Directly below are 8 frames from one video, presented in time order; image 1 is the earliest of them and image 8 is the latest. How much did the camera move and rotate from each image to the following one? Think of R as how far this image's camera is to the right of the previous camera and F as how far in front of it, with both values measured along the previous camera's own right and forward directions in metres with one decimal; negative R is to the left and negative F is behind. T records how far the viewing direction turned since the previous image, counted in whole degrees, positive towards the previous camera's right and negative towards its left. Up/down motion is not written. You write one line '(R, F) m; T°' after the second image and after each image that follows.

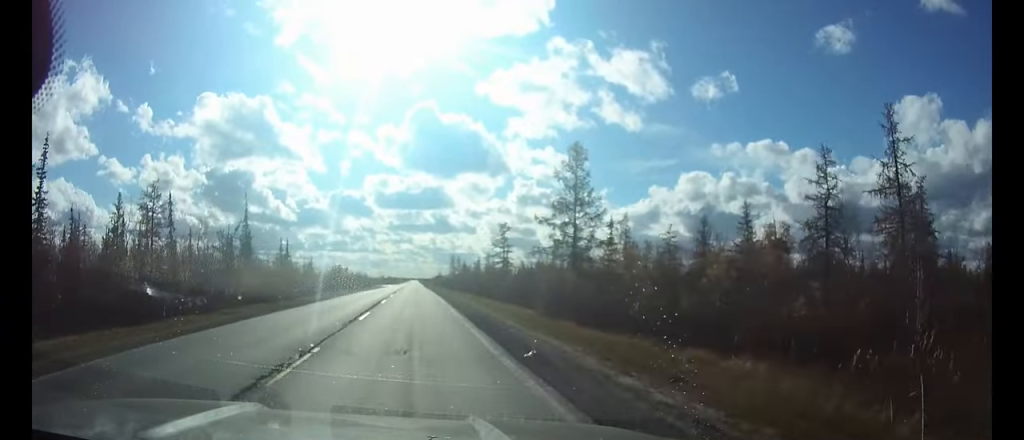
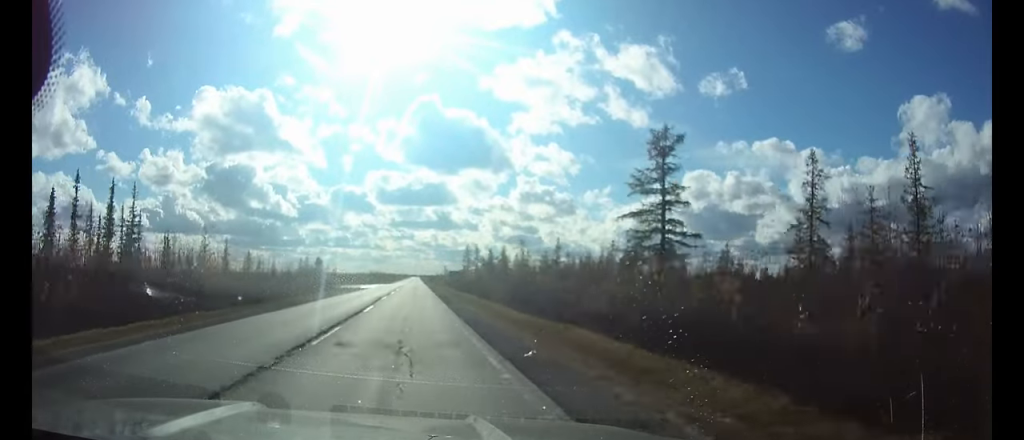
(-0.1, +55.4) m; 0°
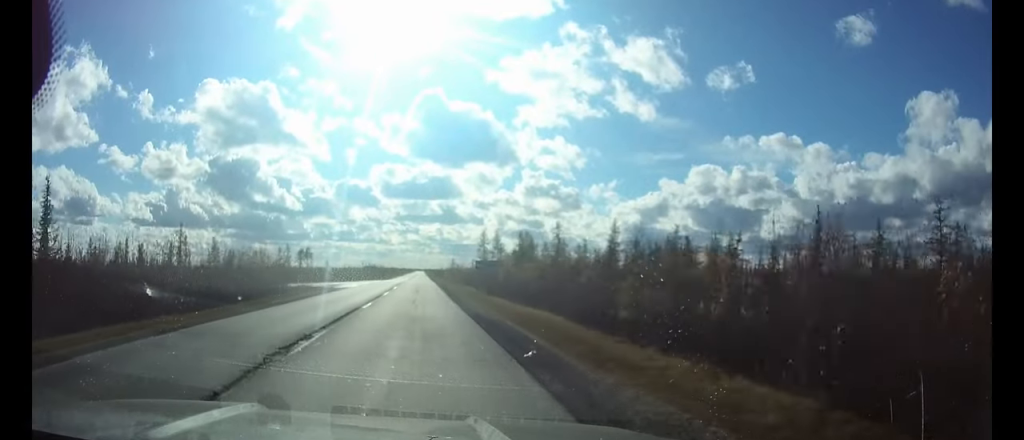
(0.0, +28.4) m; 0°
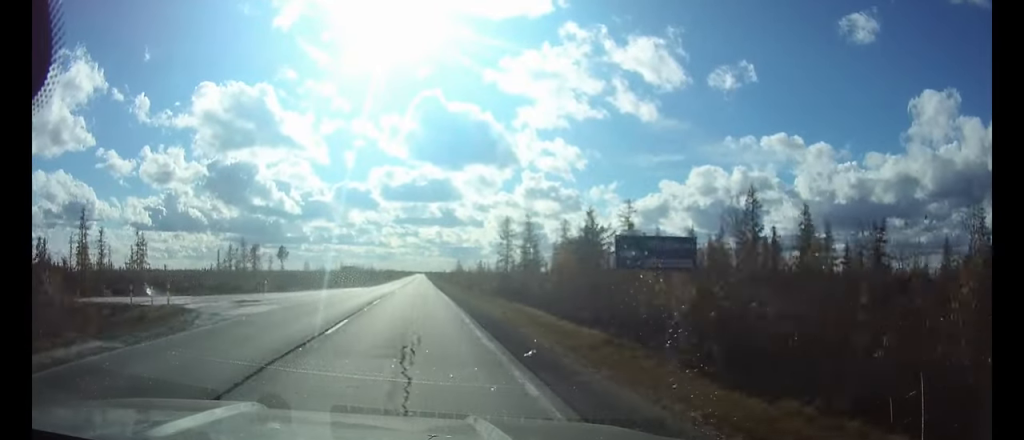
(0.0, +34.3) m; 0°
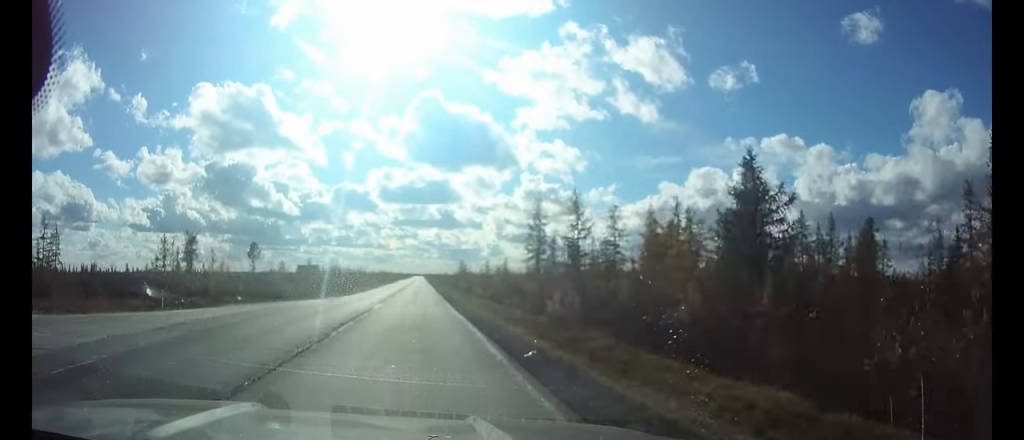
(0.0, +25.9) m; 0°
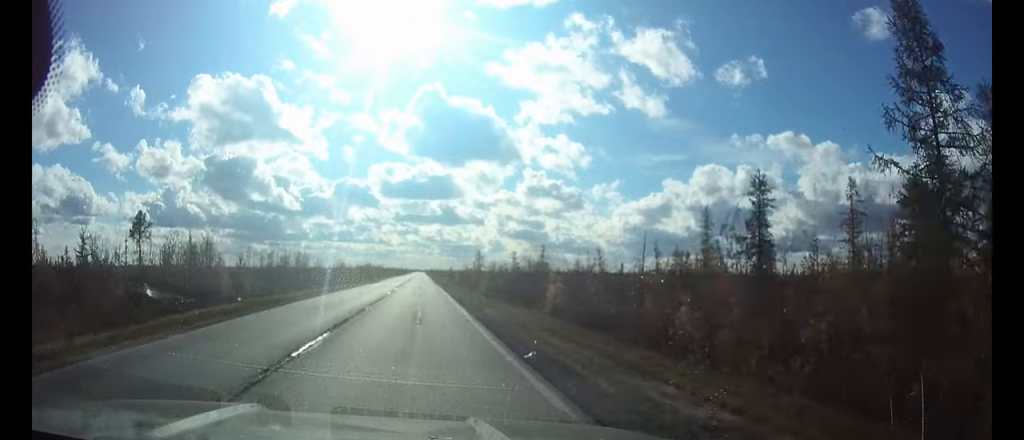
(+0.1, +53.3) m; 0°
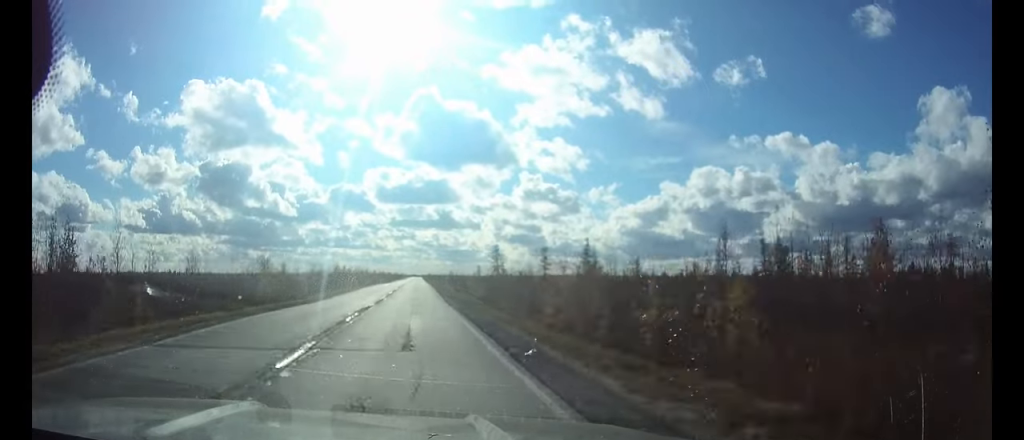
(+0.1, +35.9) m; 0°
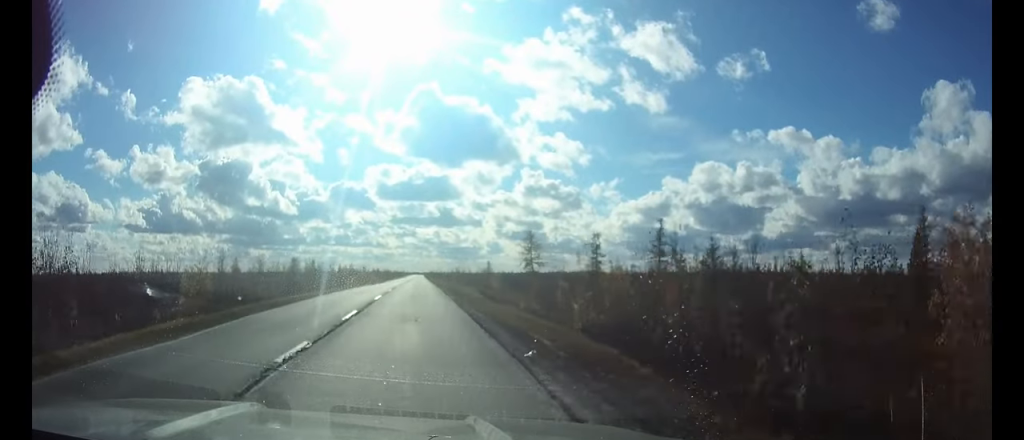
(0.0, +29.3) m; 0°
